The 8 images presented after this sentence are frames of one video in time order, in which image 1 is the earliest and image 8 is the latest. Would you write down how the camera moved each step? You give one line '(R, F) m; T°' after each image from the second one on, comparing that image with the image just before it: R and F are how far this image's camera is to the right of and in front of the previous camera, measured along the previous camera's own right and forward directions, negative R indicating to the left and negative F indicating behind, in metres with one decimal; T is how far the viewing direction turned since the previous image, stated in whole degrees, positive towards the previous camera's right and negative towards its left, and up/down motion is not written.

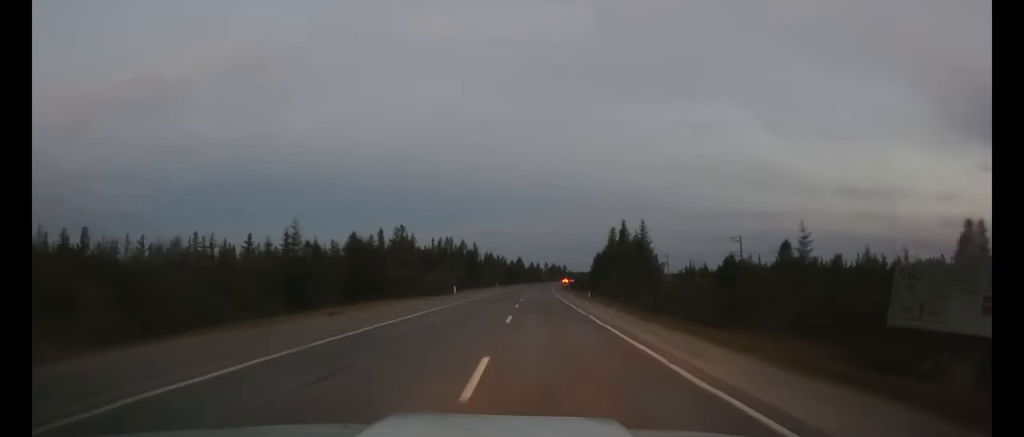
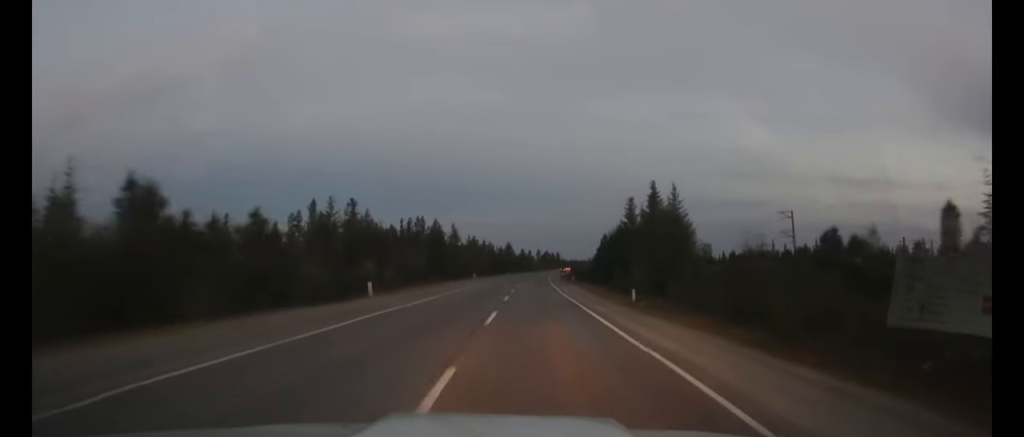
(0.0, +27.0) m; 0°
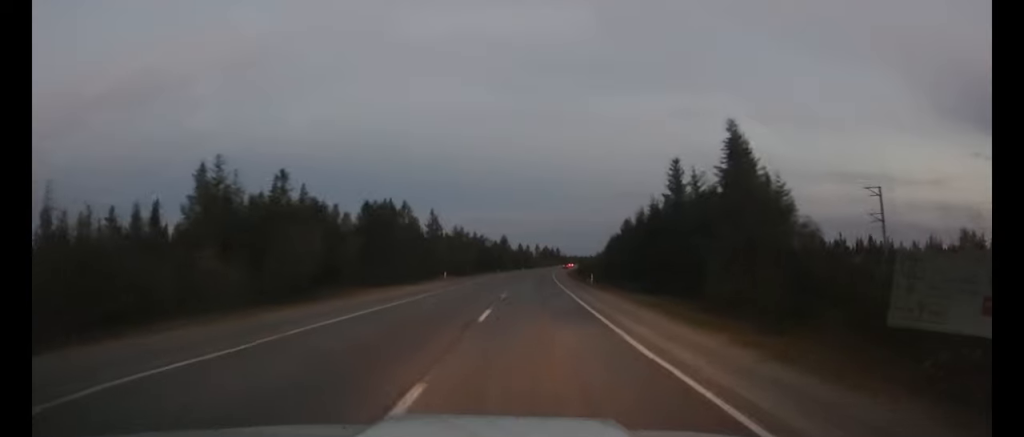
(+0.1, +25.7) m; +1°
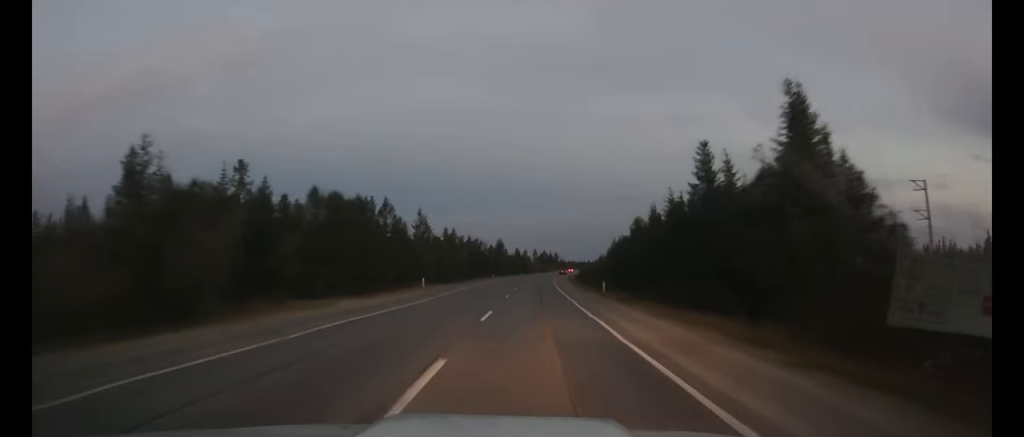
(0.0, +9.8) m; 0°
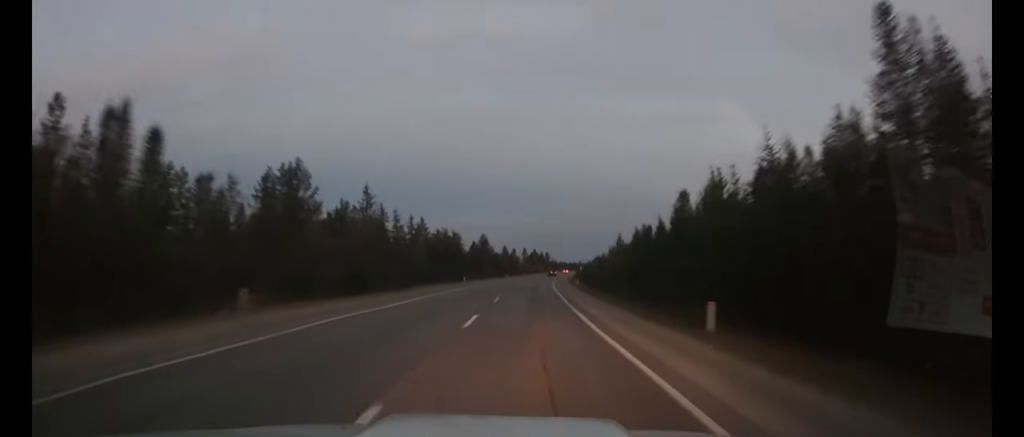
(+0.1, +26.6) m; +1°
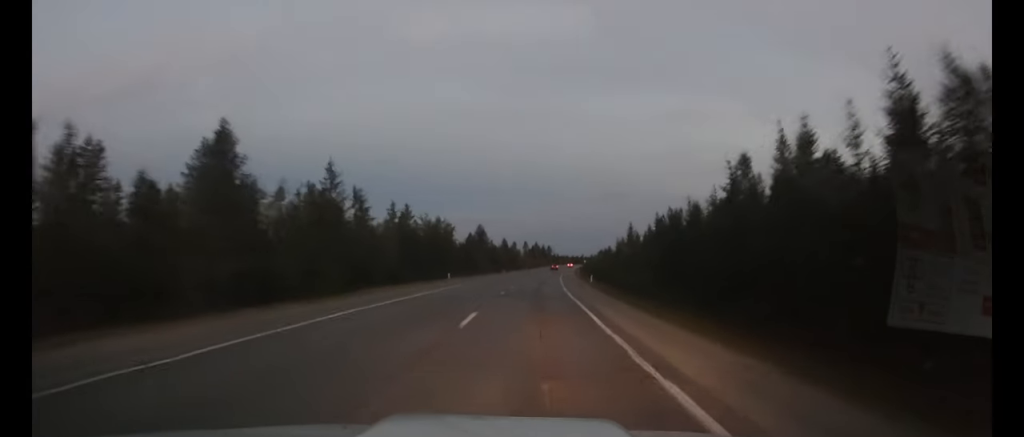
(0.0, +13.5) m; 0°
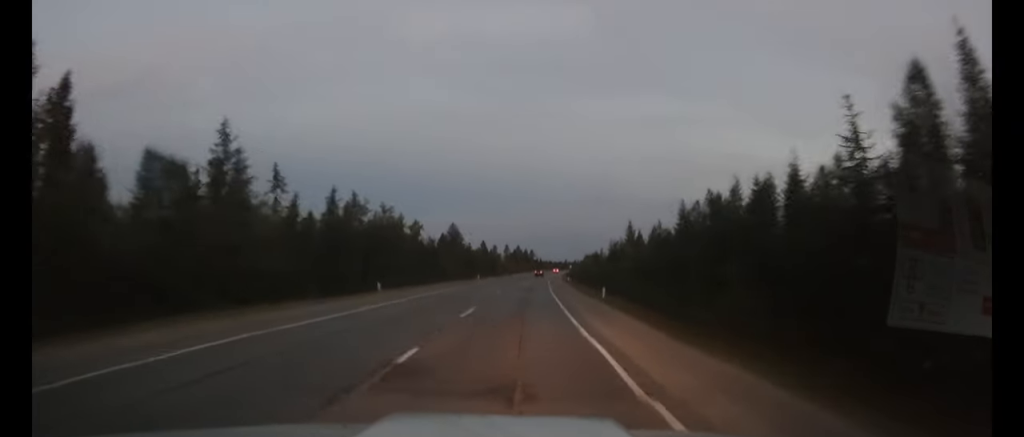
(+0.1, +19.0) m; +1°
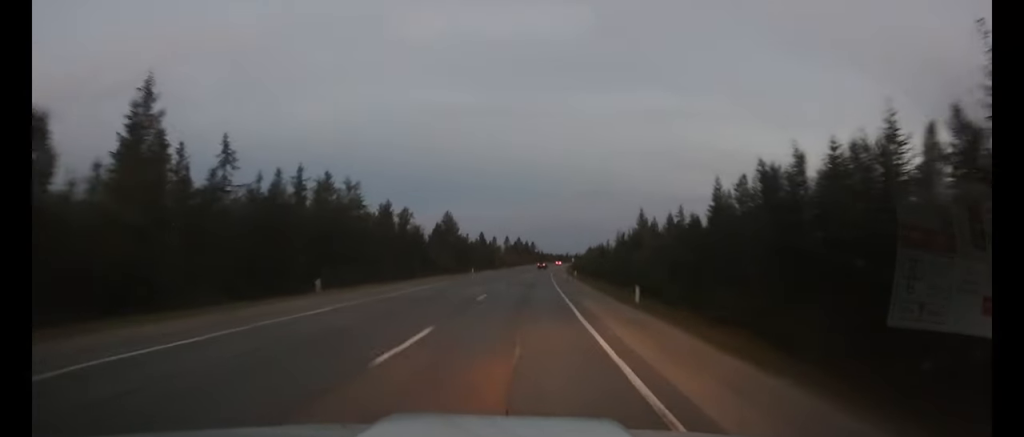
(0.0, +10.0) m; 0°
